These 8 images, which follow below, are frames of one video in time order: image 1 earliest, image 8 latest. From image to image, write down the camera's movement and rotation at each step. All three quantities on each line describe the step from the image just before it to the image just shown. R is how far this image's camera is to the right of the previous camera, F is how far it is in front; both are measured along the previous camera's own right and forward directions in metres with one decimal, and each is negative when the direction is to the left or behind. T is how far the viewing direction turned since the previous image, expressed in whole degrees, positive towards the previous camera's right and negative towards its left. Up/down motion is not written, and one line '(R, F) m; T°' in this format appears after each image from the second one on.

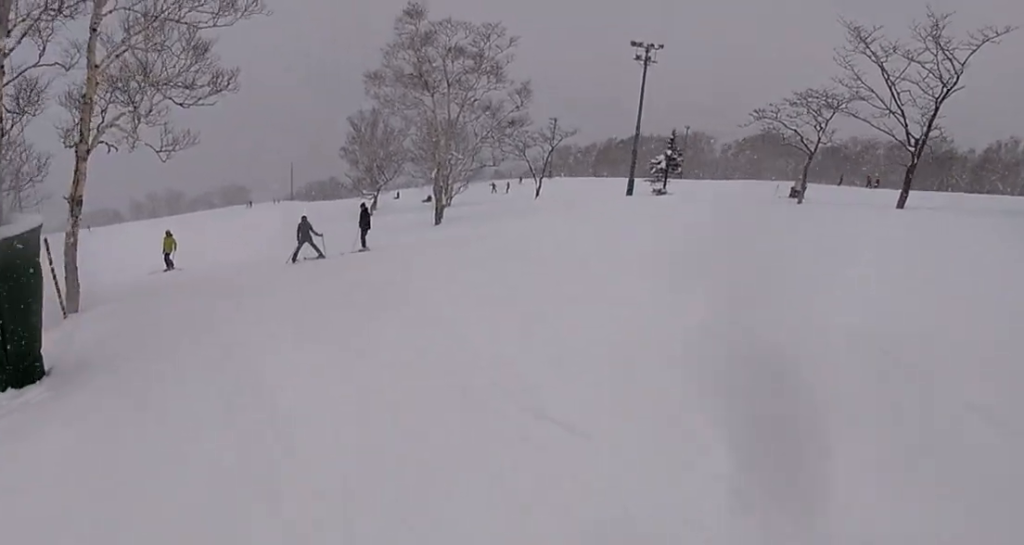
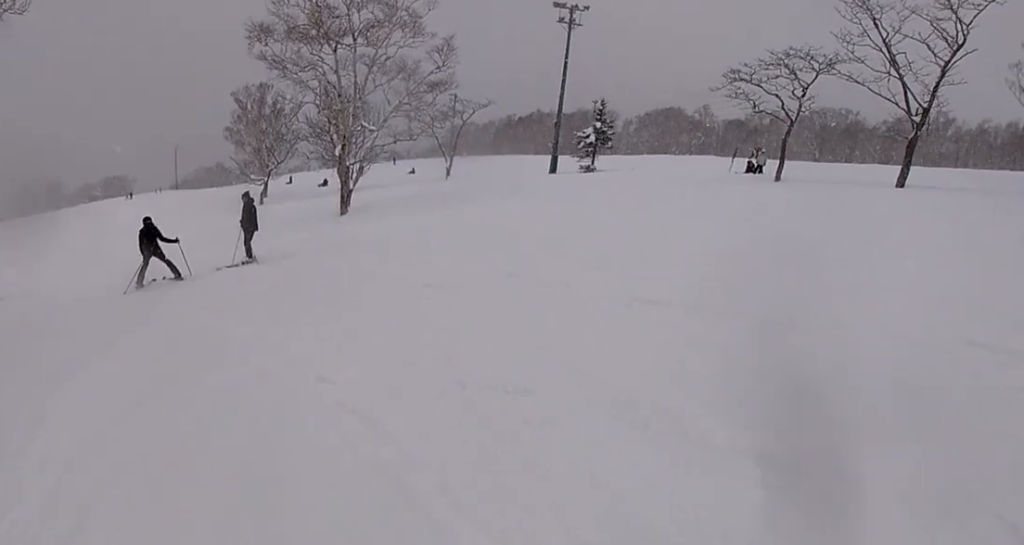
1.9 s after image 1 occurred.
(+0.6, +6.9) m; +6°
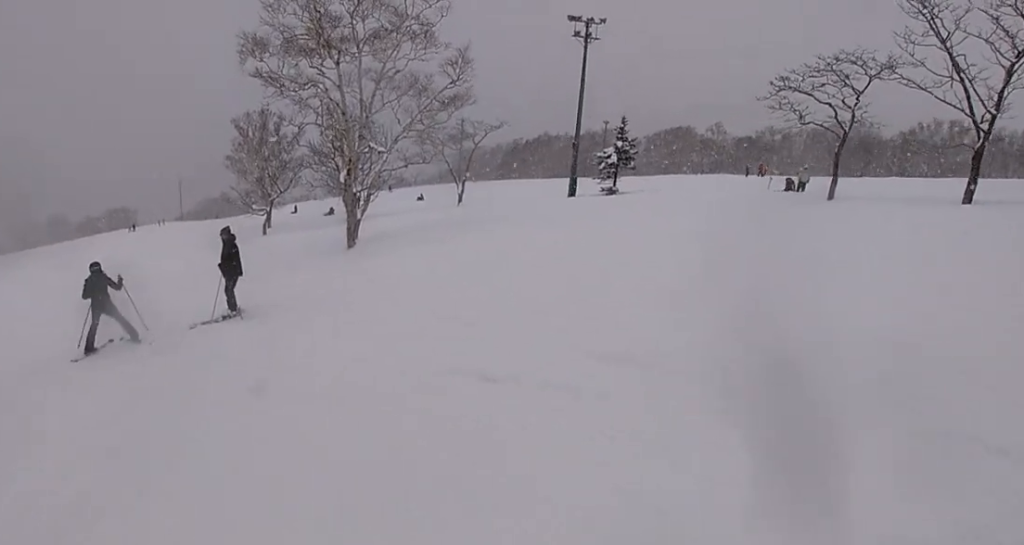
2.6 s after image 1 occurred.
(0.0, +3.2) m; -3°
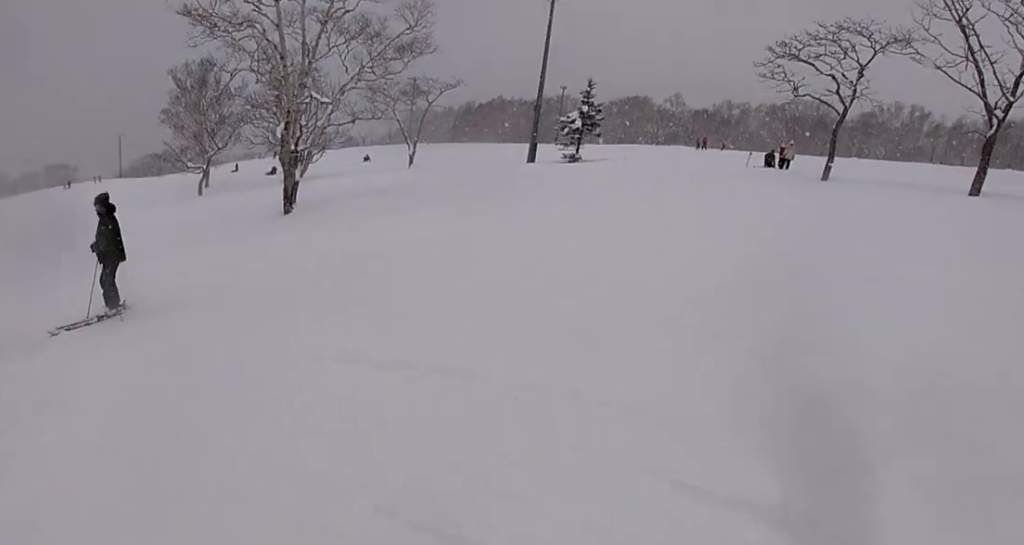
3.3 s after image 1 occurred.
(-0.1, +3.0) m; -6°
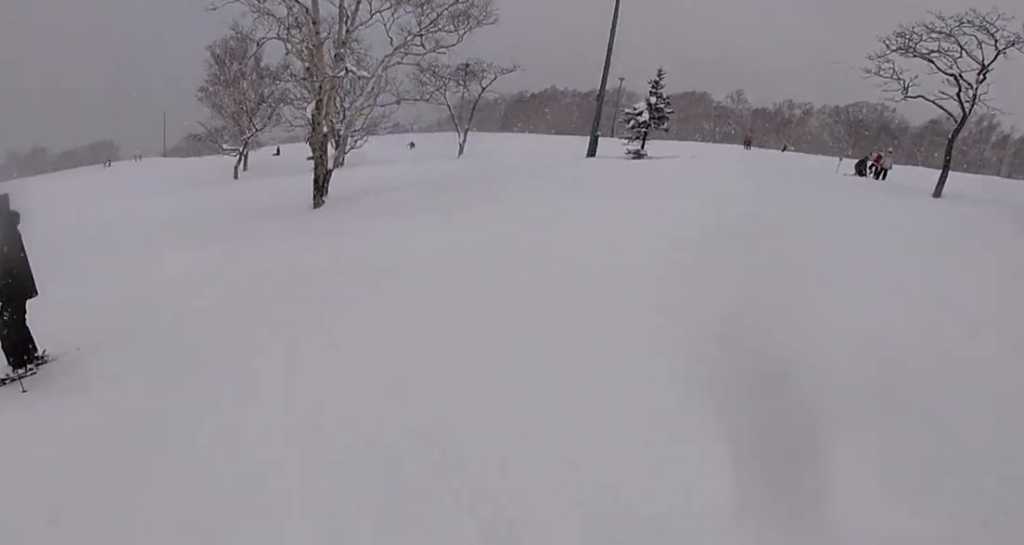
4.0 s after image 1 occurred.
(-0.3, +3.5) m; -7°
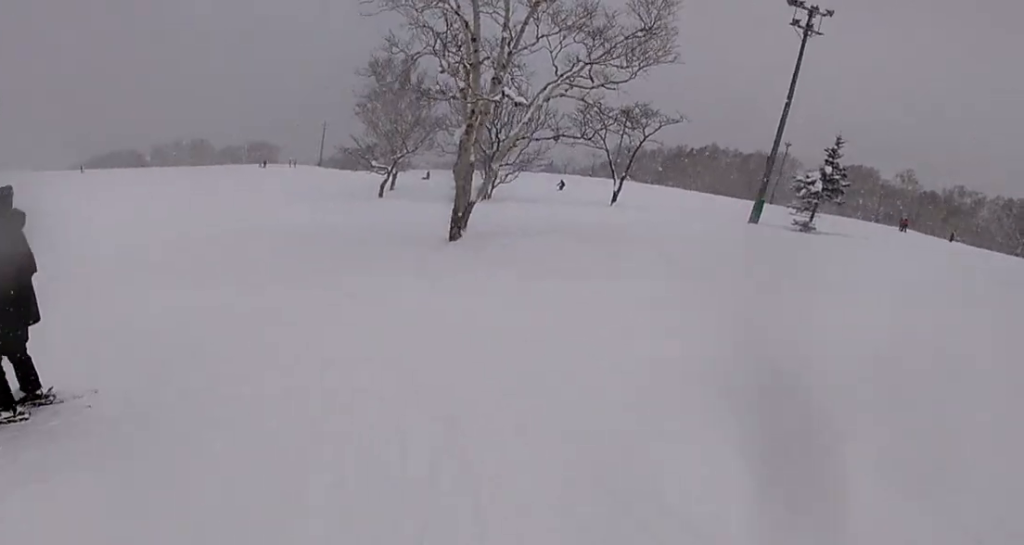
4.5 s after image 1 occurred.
(0.0, +2.2) m; -4°
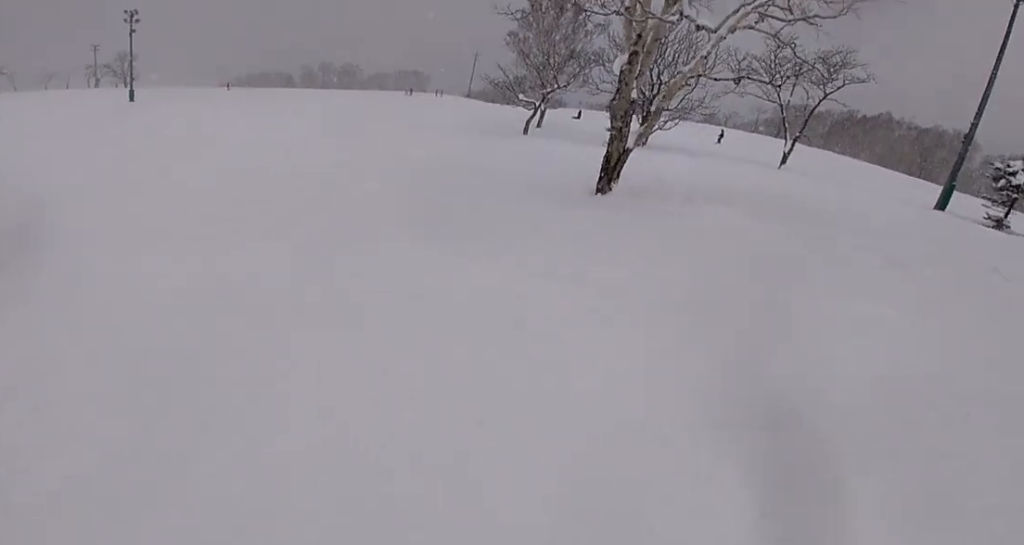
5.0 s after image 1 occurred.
(-0.2, +3.1) m; -5°
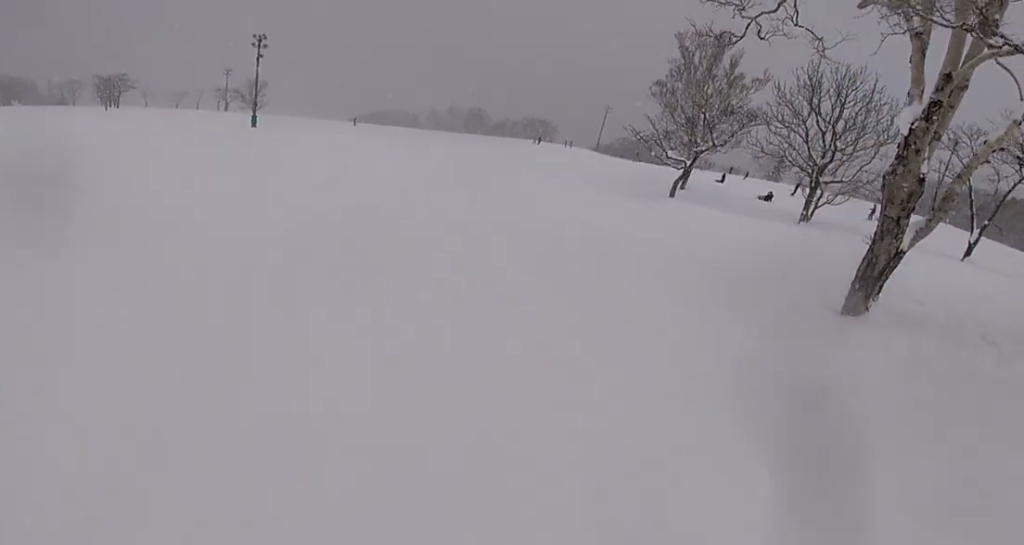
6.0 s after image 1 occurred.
(-0.4, +5.6) m; -5°
